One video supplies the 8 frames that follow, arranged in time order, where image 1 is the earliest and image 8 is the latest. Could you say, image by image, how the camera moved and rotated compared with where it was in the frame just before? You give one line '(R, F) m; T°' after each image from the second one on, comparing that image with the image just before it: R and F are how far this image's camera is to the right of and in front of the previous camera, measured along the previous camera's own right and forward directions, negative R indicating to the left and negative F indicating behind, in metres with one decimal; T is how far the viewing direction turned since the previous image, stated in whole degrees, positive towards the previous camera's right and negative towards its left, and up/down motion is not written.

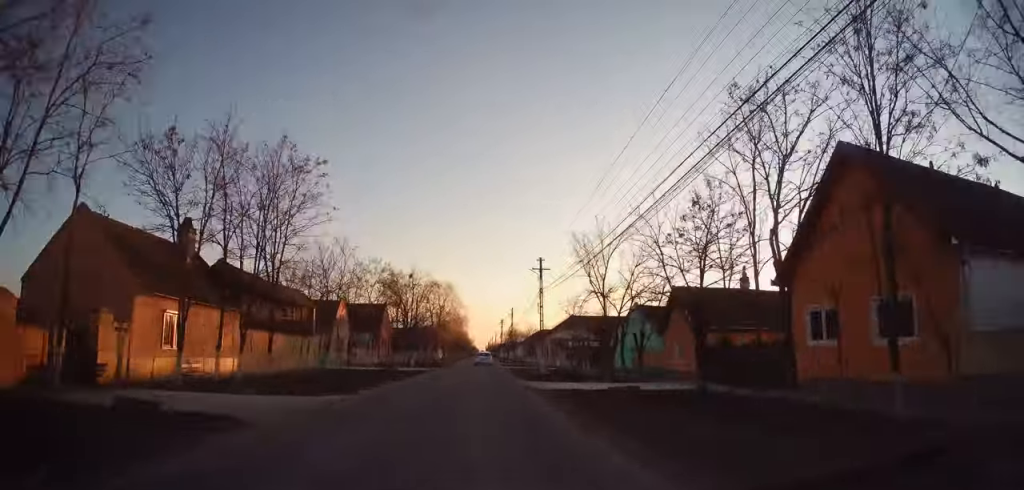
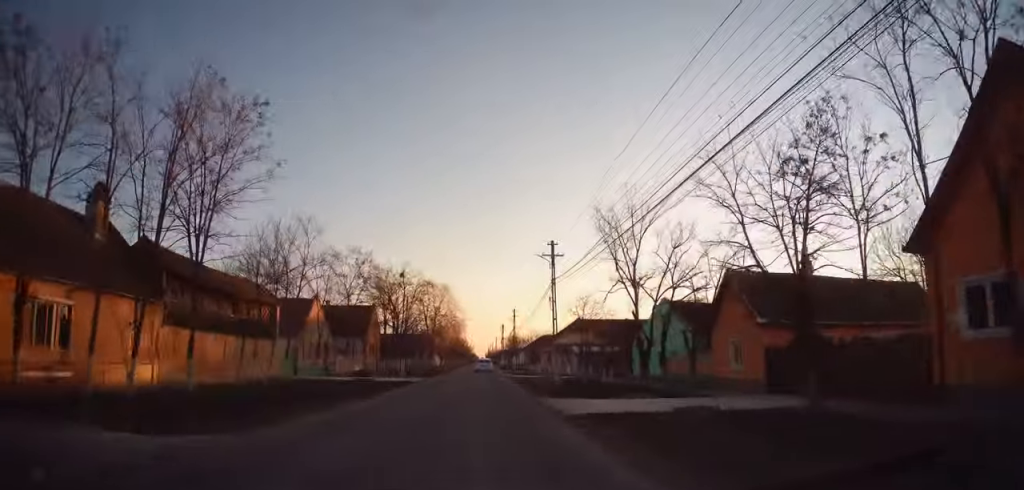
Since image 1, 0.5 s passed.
(+0.1, +6.8) m; 0°
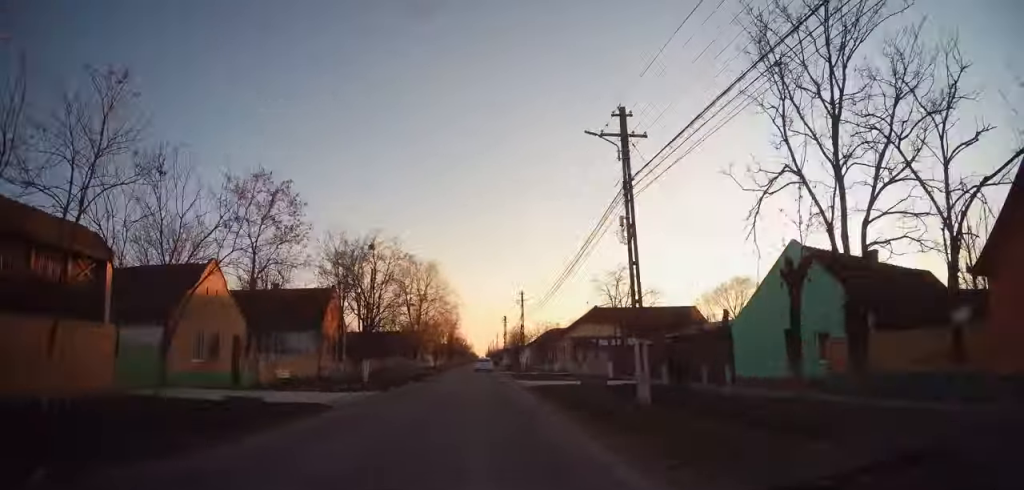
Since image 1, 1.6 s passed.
(0.0, +16.5) m; 0°
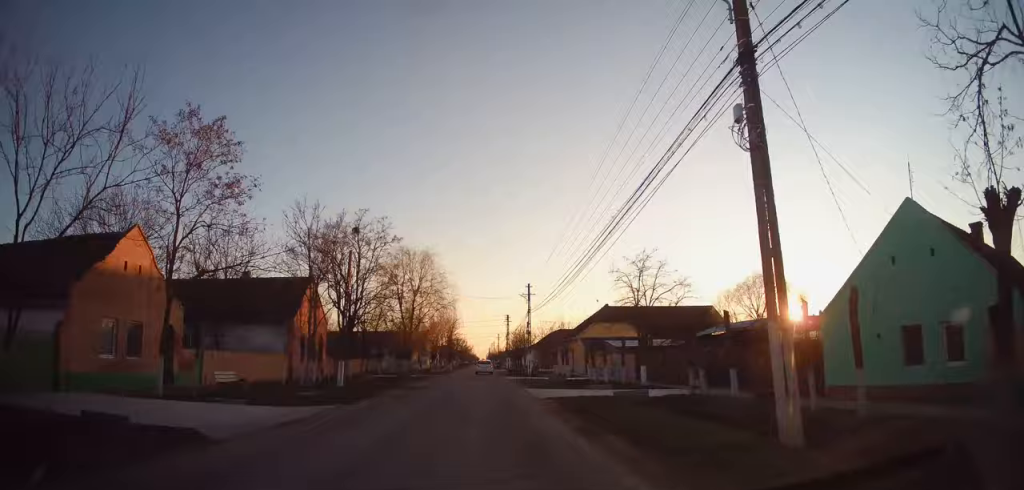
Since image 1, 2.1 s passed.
(-0.1, +6.8) m; 0°
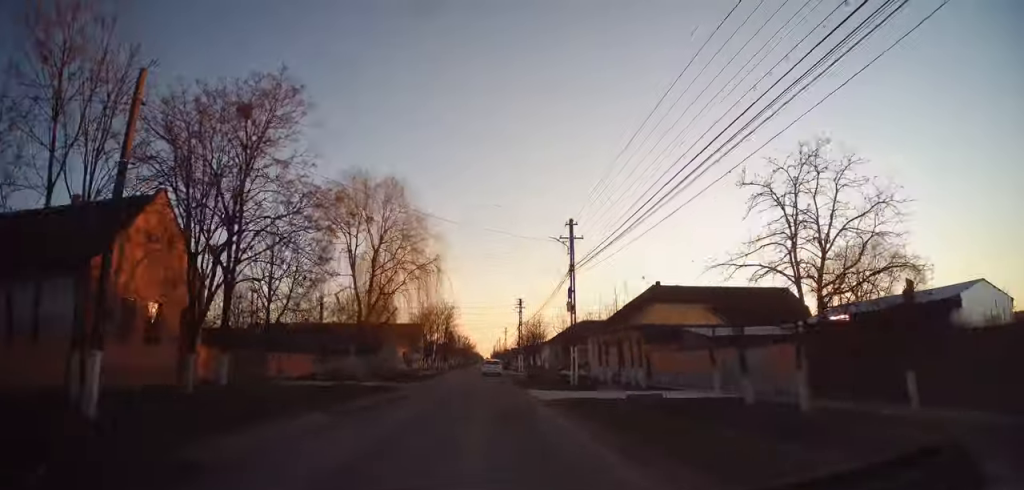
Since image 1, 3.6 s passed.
(-0.1, +21.5) m; -2°
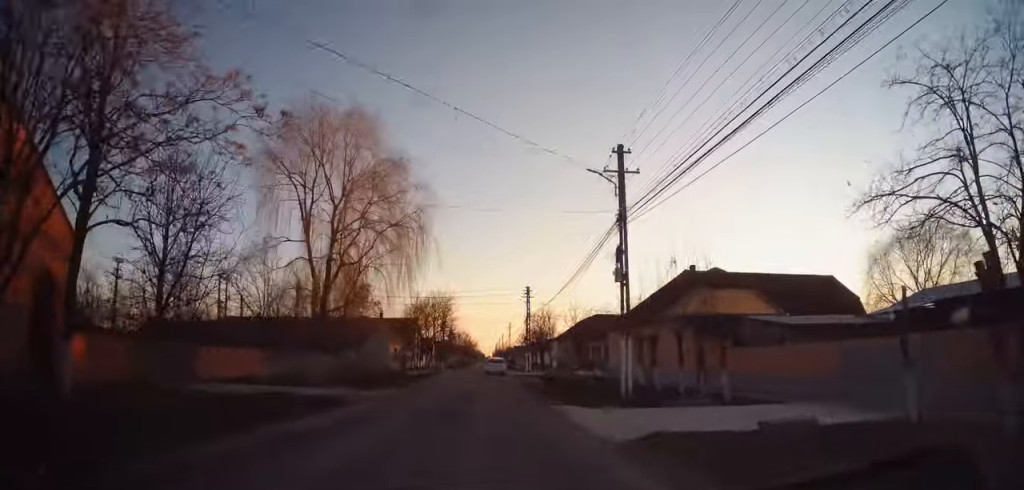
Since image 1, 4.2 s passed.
(-0.2, +9.3) m; -1°
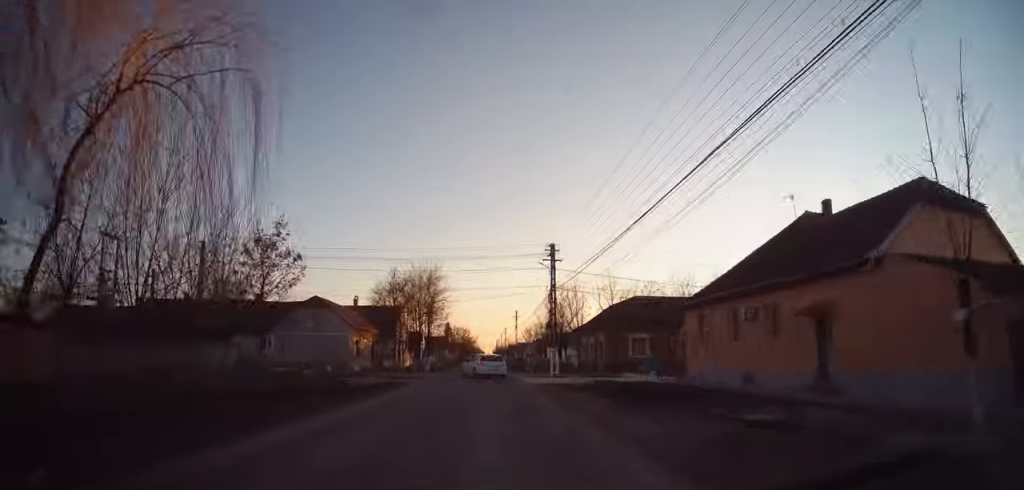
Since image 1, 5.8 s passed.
(0.0, +20.2) m; 0°
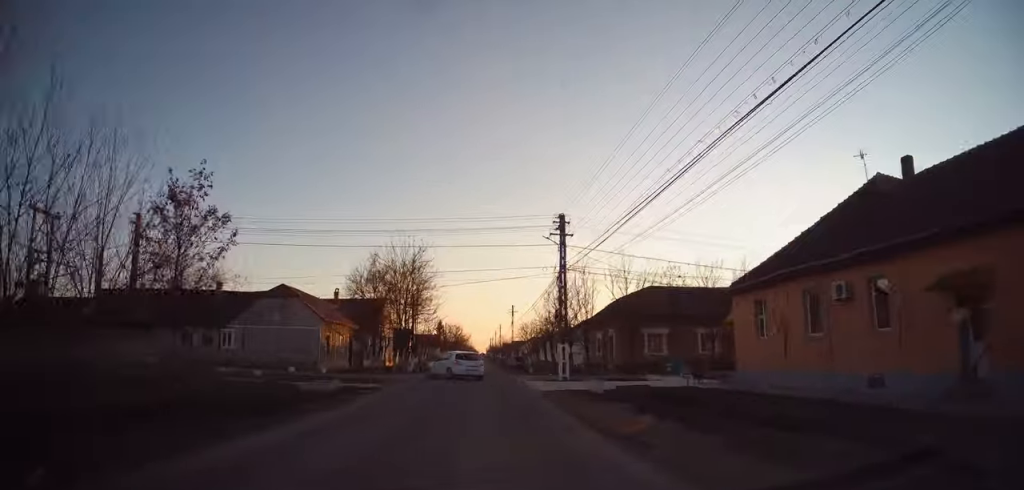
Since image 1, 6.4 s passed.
(0.0, +7.7) m; 0°
